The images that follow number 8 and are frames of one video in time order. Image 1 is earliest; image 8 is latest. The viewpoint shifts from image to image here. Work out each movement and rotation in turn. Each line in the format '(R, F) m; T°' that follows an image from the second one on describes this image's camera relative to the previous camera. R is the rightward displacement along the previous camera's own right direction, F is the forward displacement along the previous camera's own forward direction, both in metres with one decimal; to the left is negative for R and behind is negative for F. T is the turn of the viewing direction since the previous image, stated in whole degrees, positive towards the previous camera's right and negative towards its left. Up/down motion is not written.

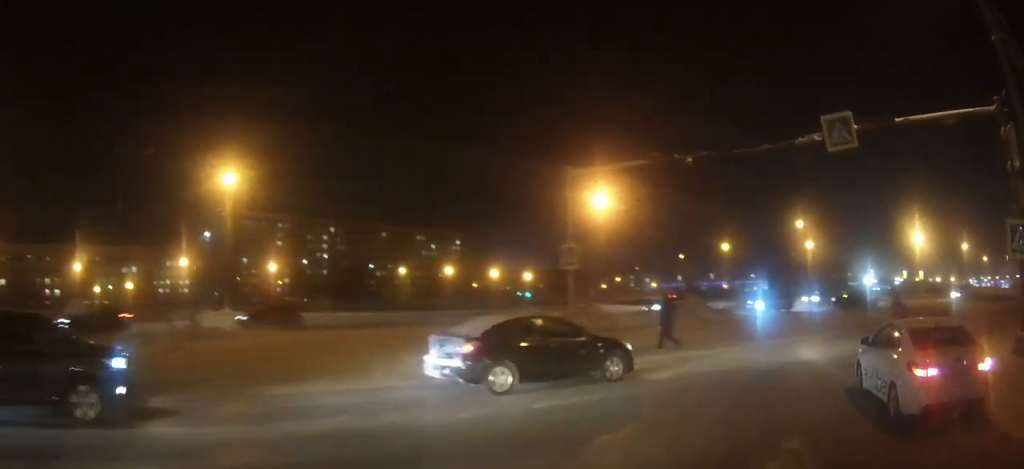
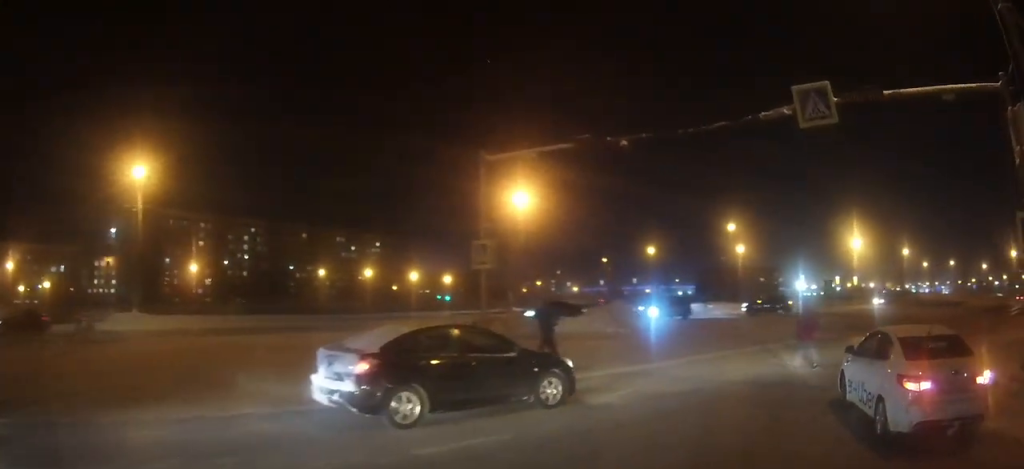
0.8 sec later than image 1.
(+0.2, +3.1) m; +8°
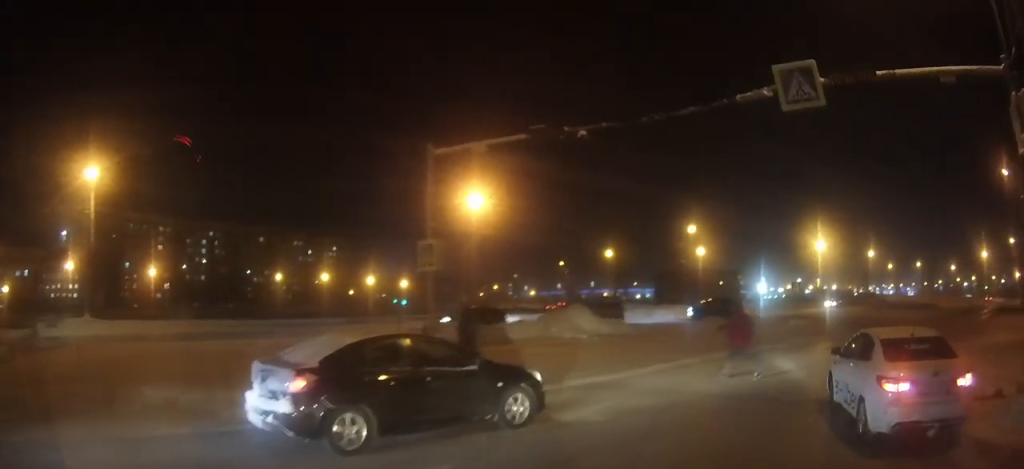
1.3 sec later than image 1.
(+0.1, +1.7) m; +4°
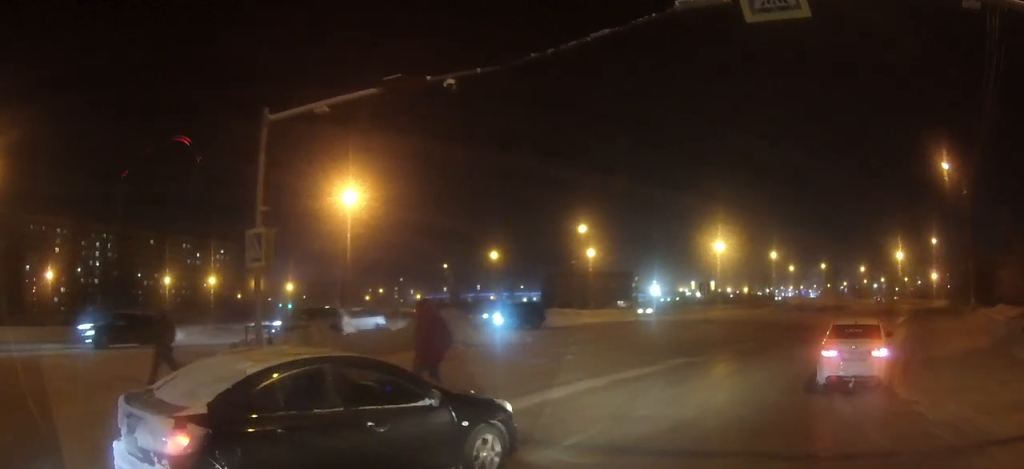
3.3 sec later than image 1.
(+0.4, +4.7) m; +12°
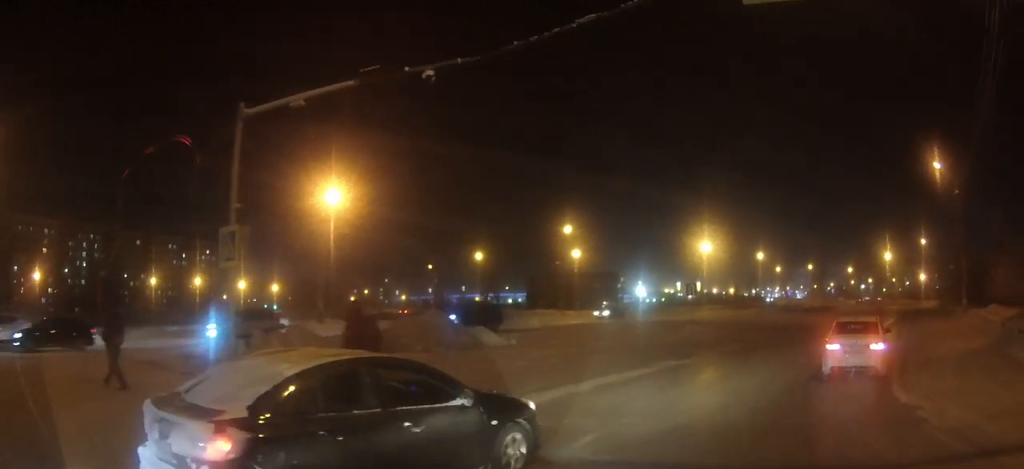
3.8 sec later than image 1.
(0.0, +0.8) m; +3°
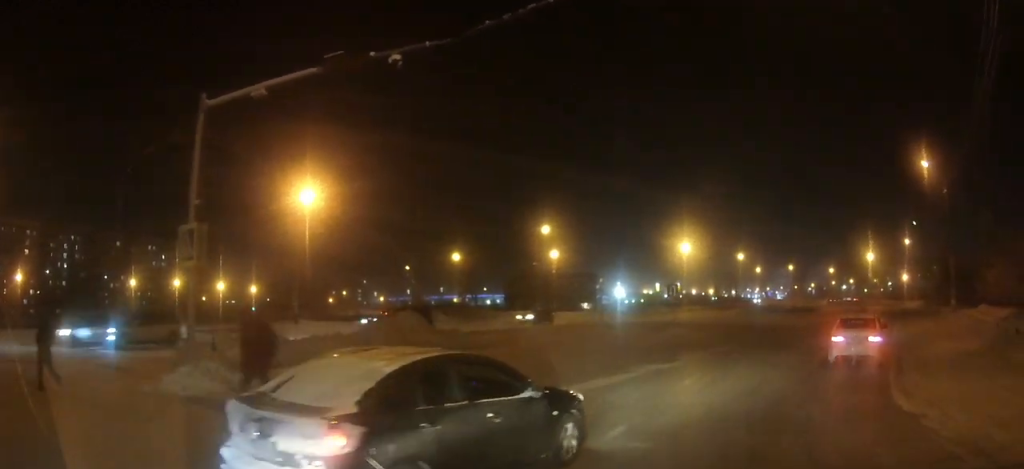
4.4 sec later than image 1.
(0.0, +1.1) m; +5°
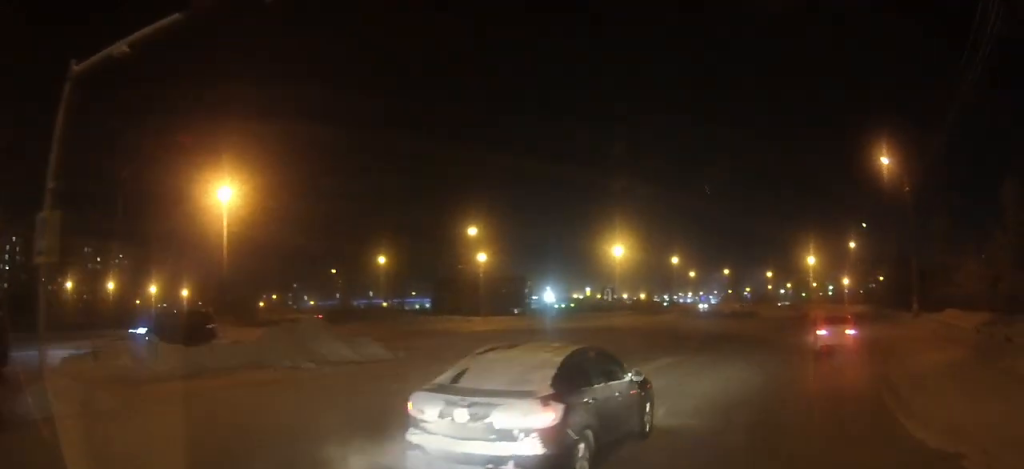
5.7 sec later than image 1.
(+0.2, +2.9) m; +7°
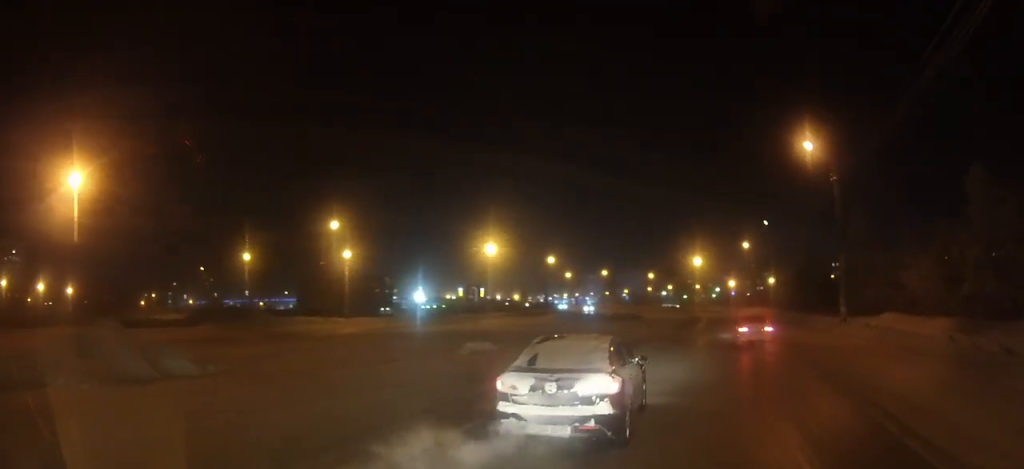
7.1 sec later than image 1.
(+0.3, +4.9) m; +8°
